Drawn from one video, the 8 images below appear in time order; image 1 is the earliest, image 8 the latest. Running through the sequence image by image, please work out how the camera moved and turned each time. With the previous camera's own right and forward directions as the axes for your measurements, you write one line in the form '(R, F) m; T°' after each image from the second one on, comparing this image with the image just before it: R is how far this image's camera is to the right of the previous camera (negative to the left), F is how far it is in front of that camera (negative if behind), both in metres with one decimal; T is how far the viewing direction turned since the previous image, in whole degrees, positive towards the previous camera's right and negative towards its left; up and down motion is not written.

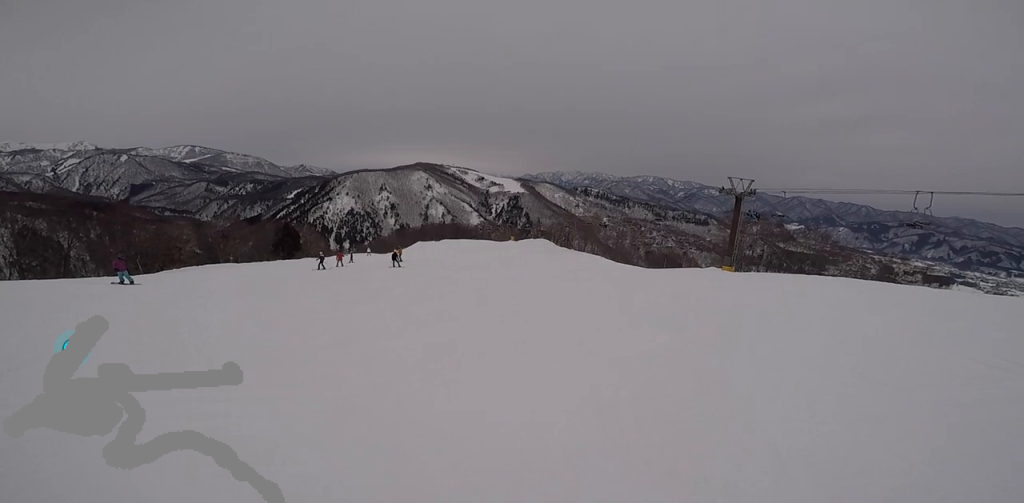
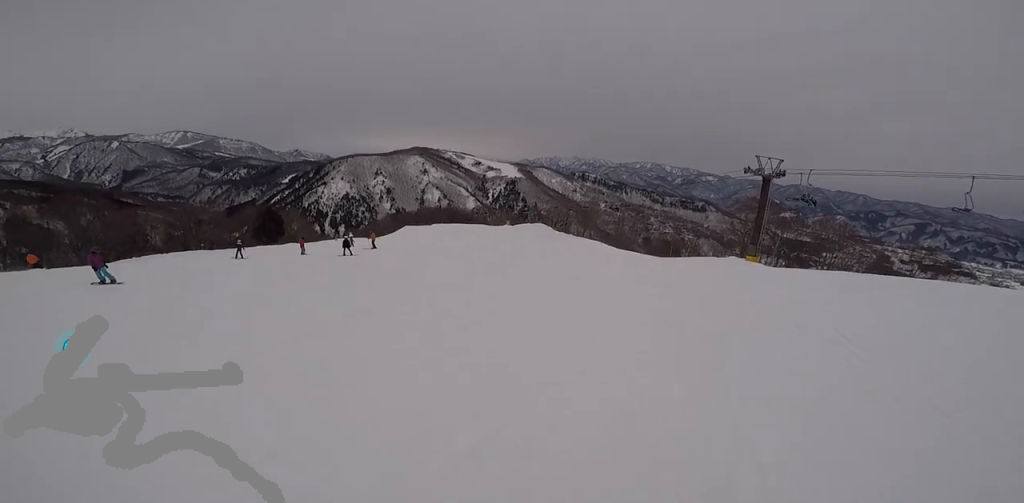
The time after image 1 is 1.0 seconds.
(+0.5, +5.1) m; -1°
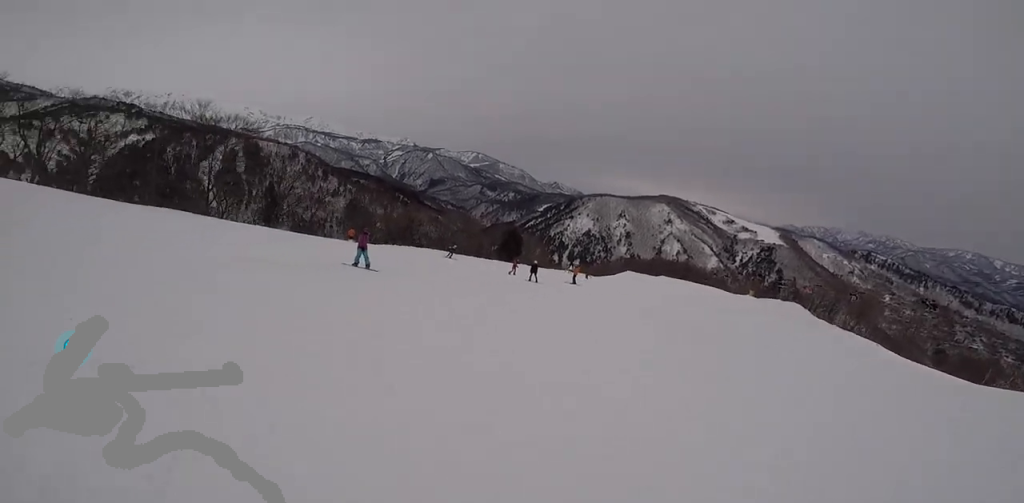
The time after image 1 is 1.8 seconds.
(-0.4, +4.1) m; -20°
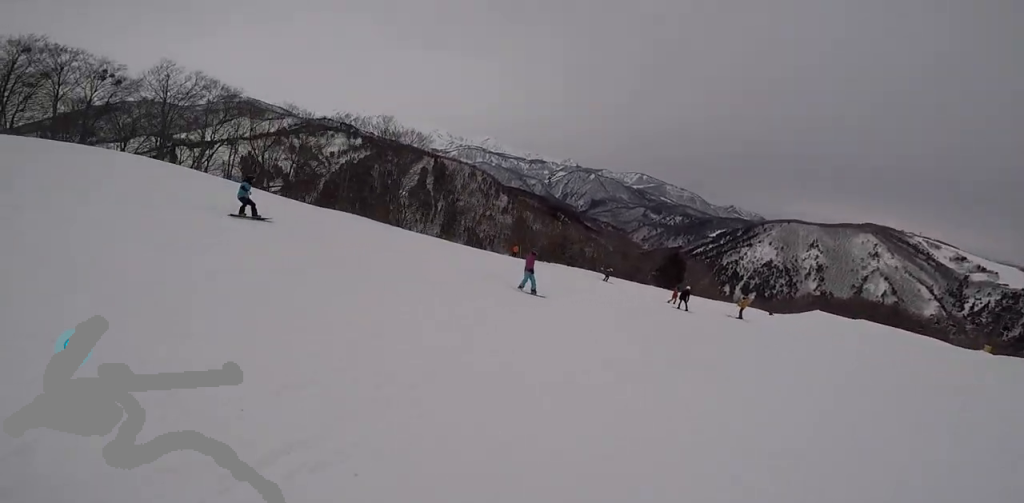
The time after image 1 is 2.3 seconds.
(0.0, +2.1) m; -13°
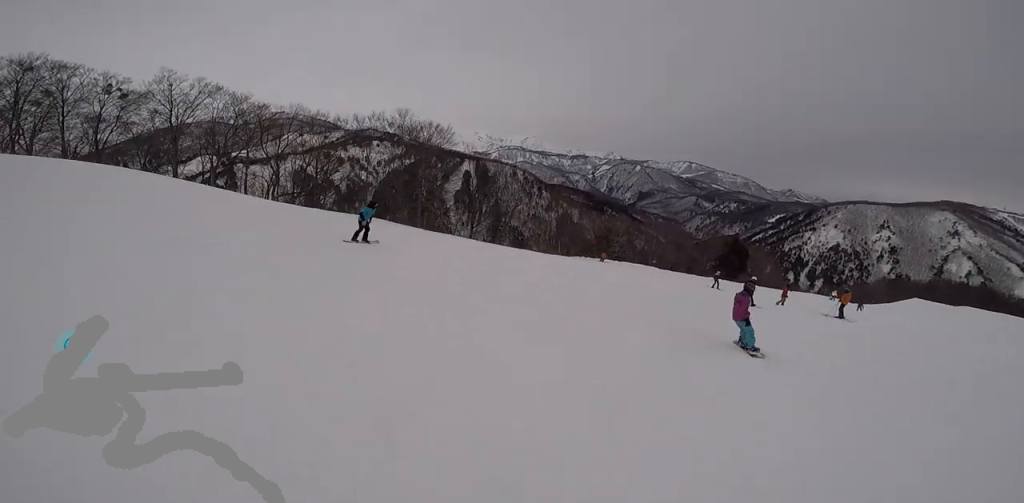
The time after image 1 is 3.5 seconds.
(-1.7, +5.1) m; -18°
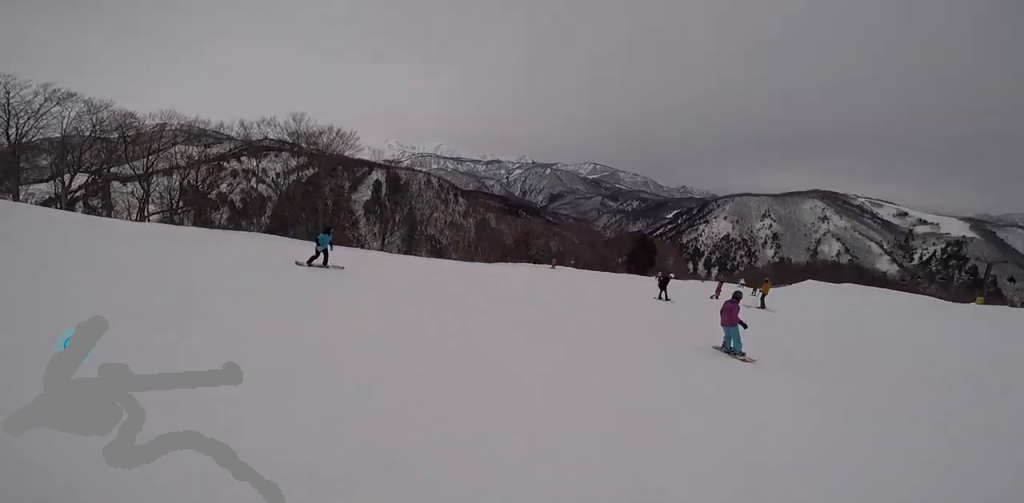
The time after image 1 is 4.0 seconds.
(0.0, +2.3) m; +1°
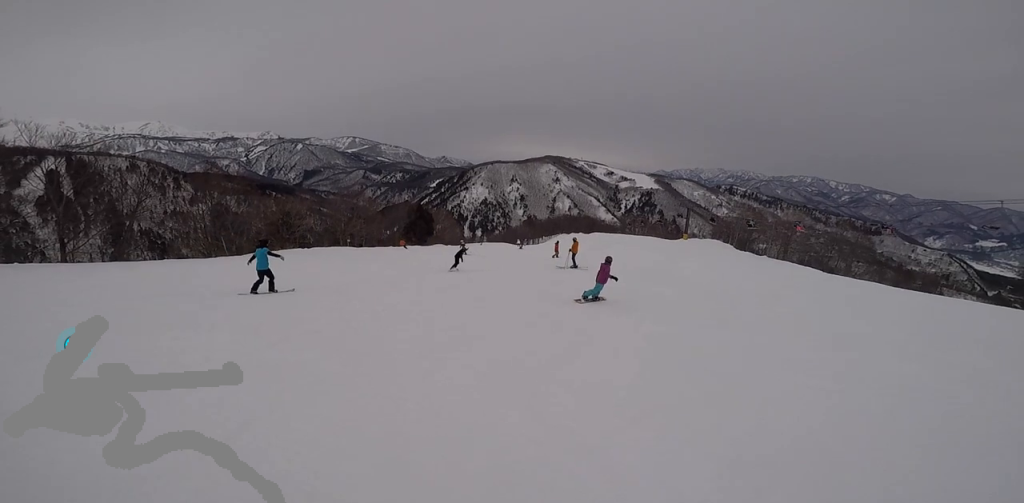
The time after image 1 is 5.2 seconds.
(+0.2, +4.7) m; +19°
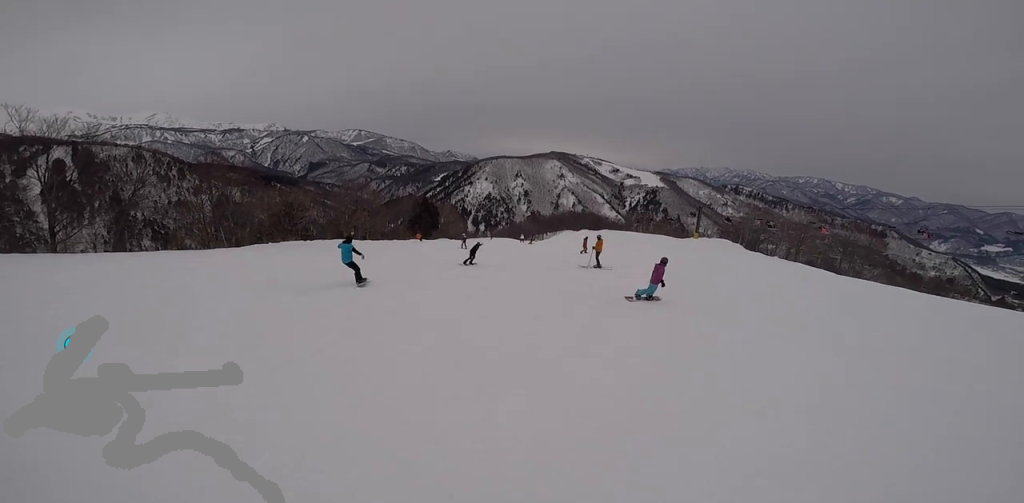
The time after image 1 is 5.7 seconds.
(+0.5, +1.9) m; +3°
